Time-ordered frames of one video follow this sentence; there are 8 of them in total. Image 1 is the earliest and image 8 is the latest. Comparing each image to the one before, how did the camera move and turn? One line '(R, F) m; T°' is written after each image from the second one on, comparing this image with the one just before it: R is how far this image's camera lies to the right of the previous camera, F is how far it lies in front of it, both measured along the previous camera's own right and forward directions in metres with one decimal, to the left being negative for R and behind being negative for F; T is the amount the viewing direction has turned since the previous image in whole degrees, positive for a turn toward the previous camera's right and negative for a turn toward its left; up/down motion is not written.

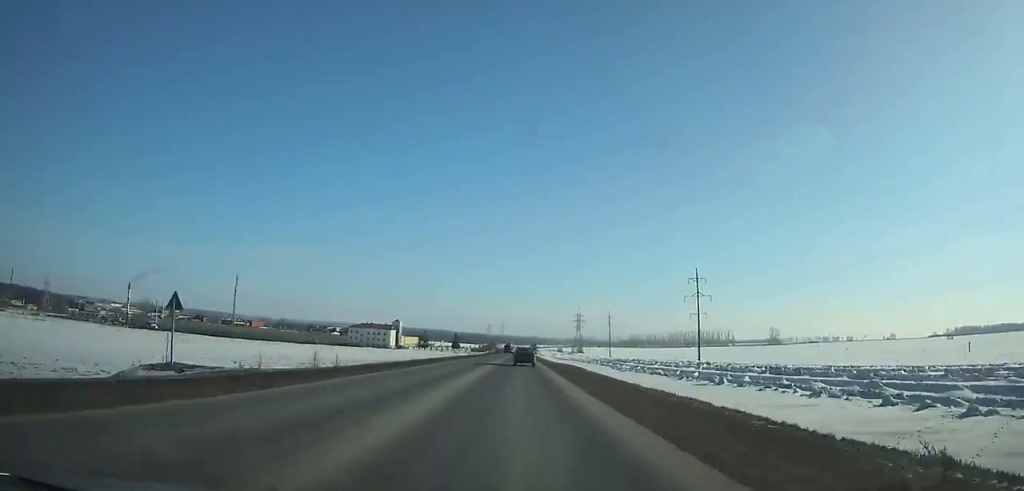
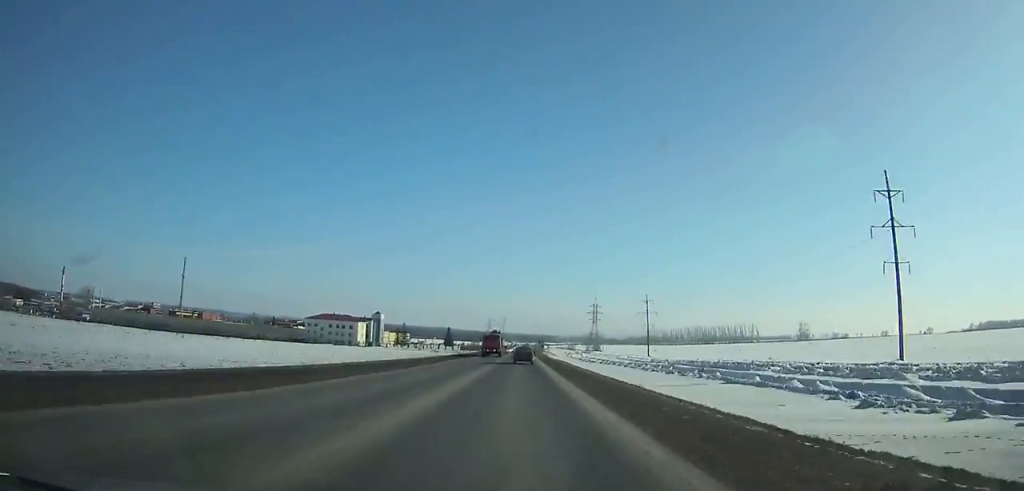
(0.0, +77.5) m; 0°
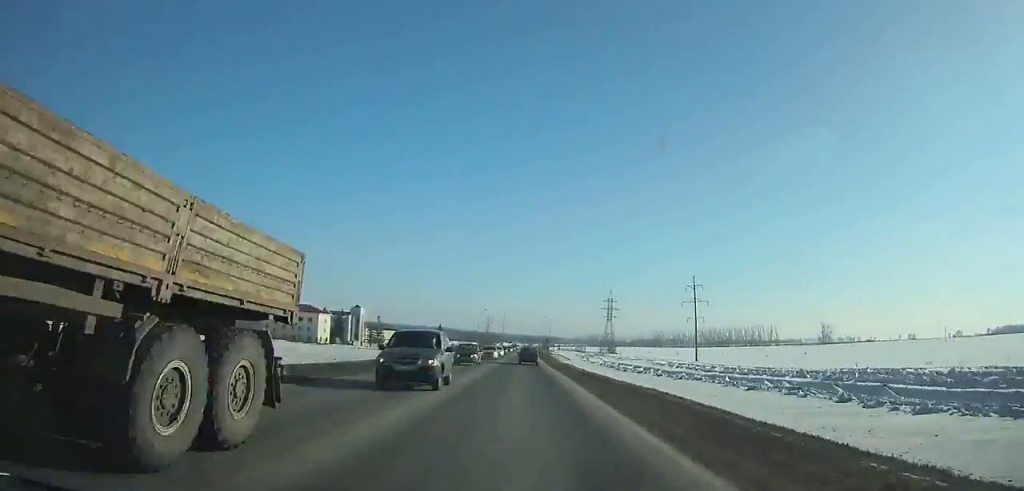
(0.0, +54.0) m; 0°
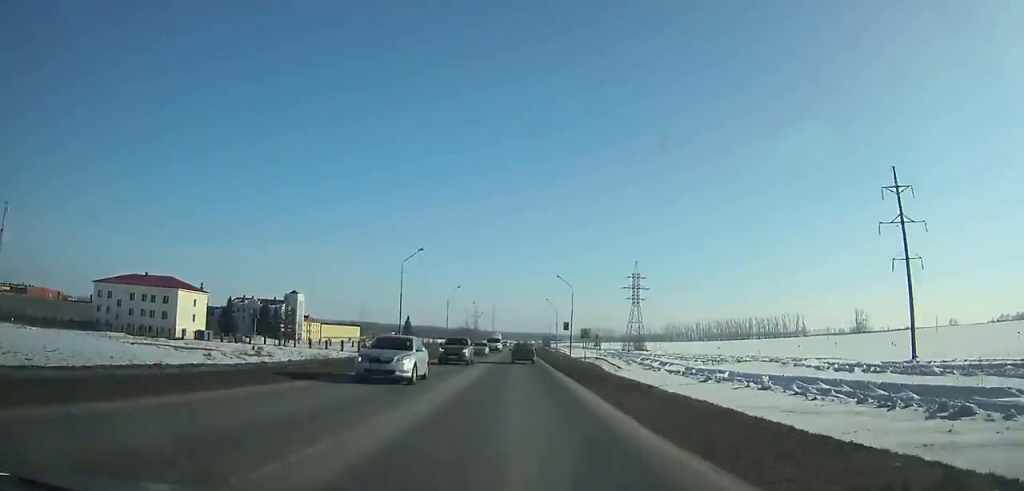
(+0.1, +83.5) m; 0°
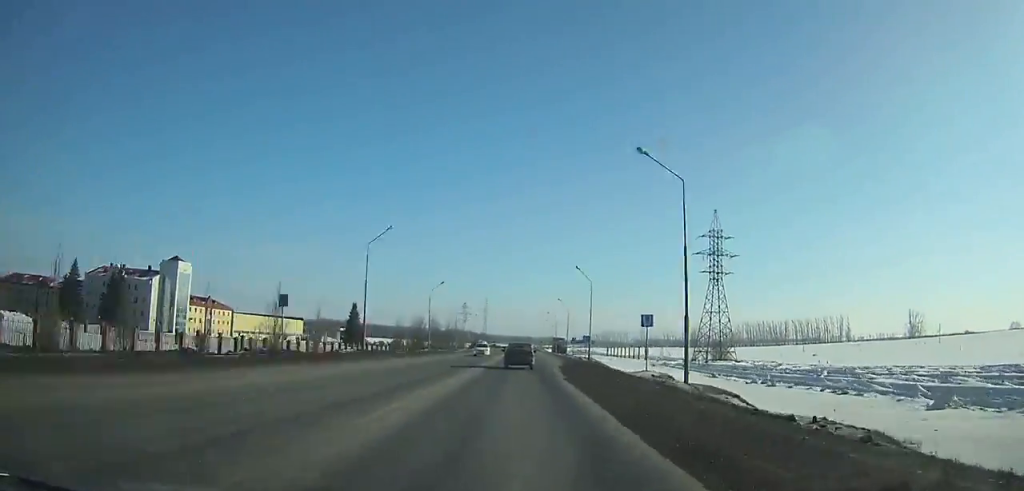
(+0.2, +86.8) m; 0°
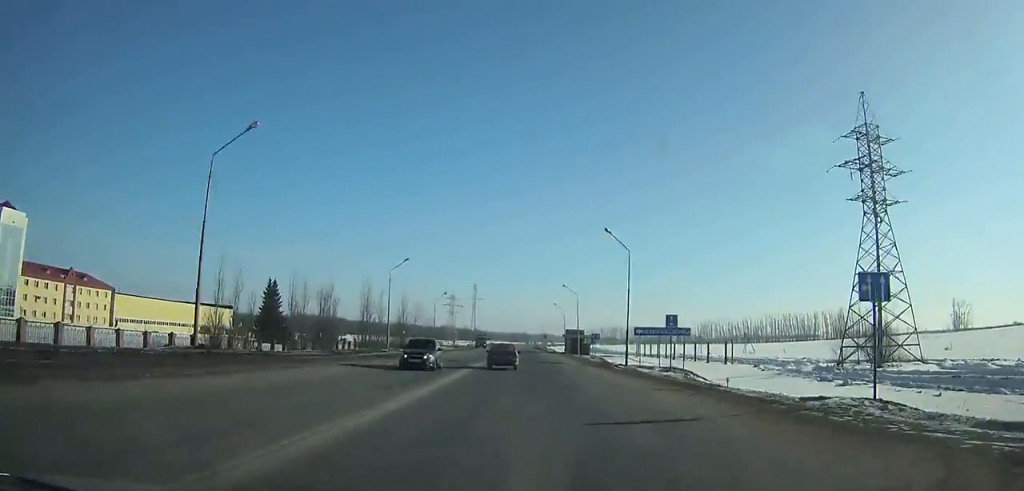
(+0.2, +61.2) m; 0°
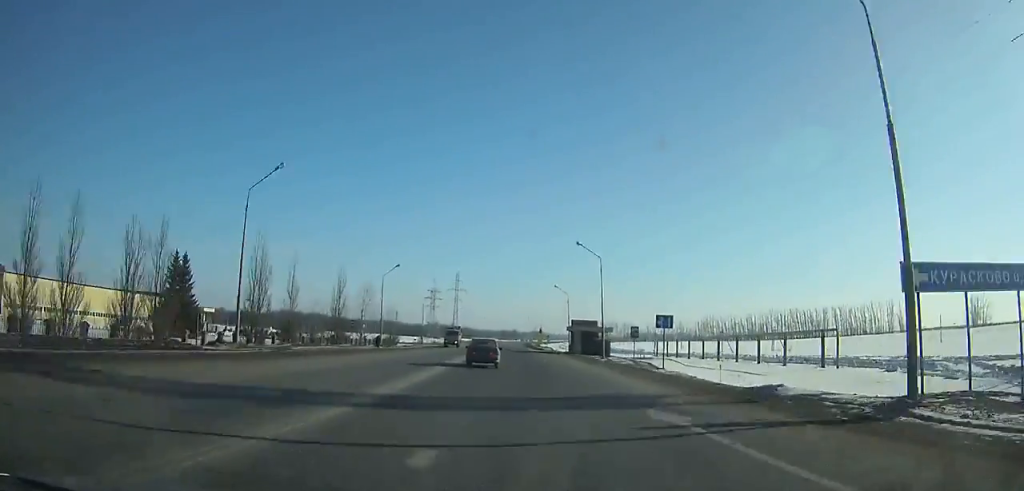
(+0.1, +30.2) m; 0°
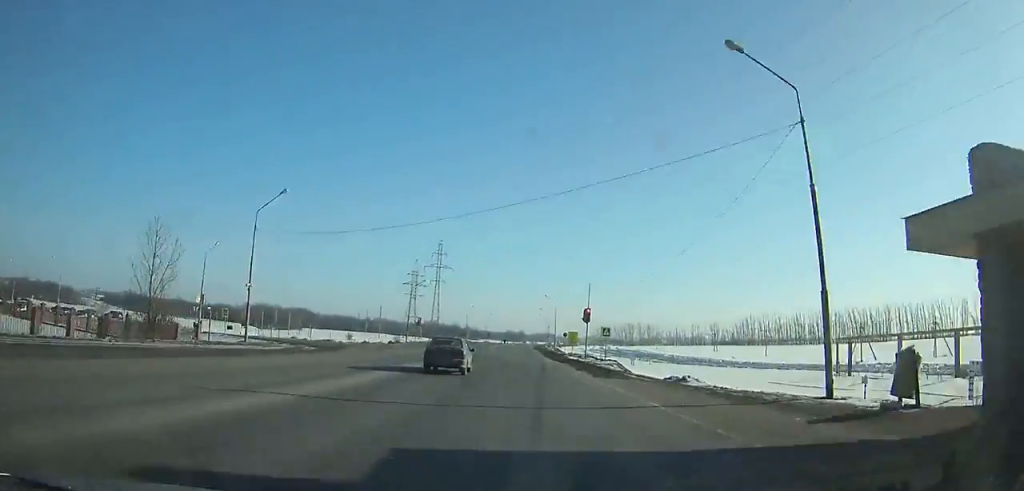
(-0.1, +65.0) m; -1°
